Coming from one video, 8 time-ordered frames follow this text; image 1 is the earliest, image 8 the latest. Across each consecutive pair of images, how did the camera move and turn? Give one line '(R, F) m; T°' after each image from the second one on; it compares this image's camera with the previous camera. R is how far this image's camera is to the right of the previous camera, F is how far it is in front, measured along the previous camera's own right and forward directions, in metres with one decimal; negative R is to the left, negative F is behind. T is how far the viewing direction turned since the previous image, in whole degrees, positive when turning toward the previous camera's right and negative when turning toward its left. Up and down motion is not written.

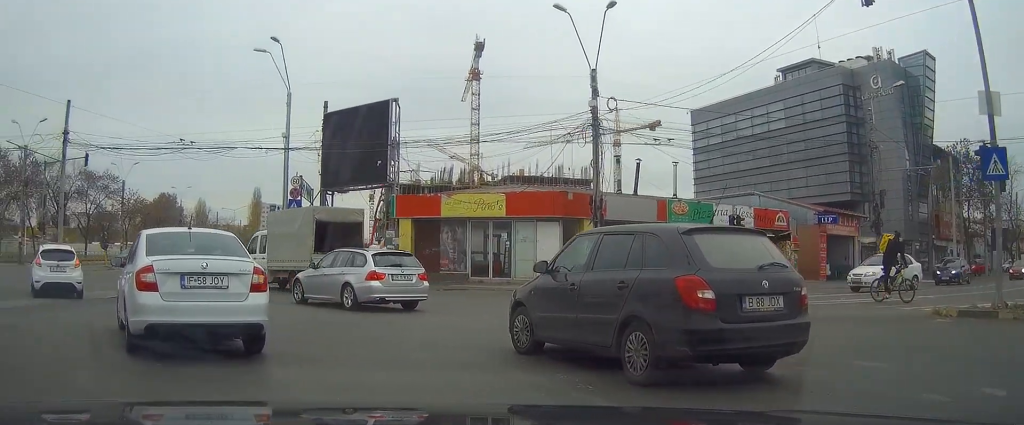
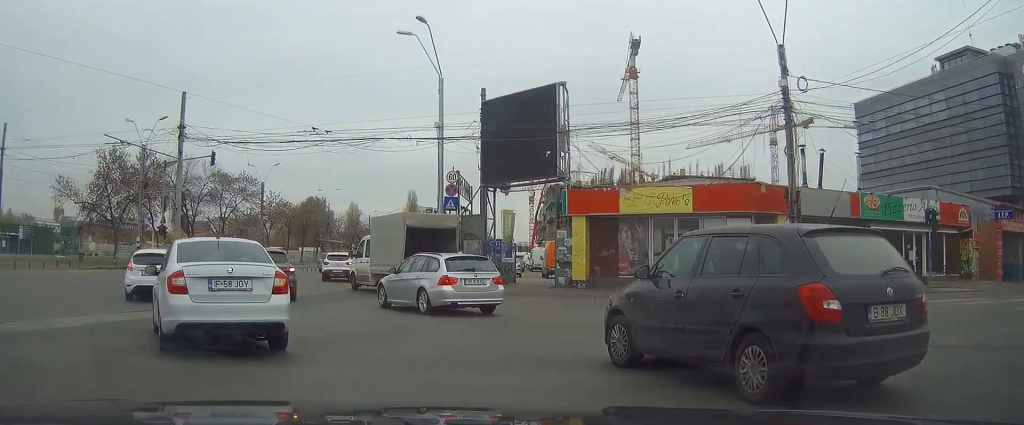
(-0.5, +3.7) m; -15°
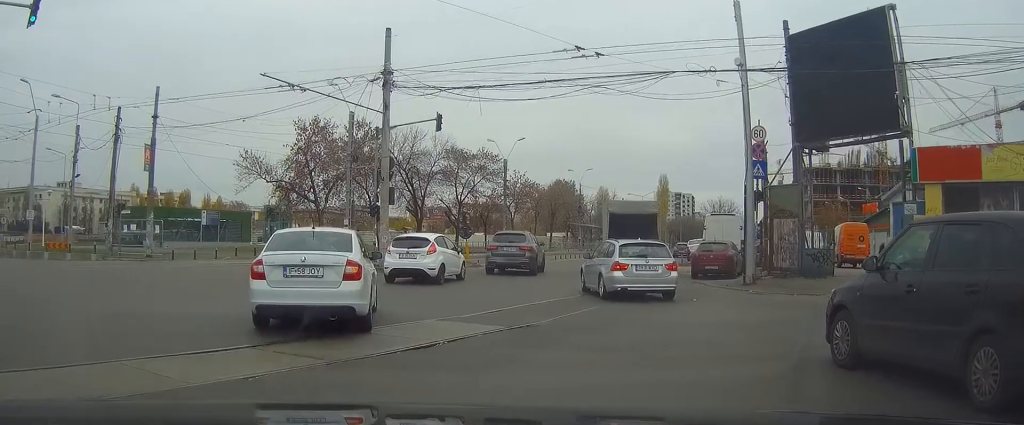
(-1.8, +7.9) m; -20°
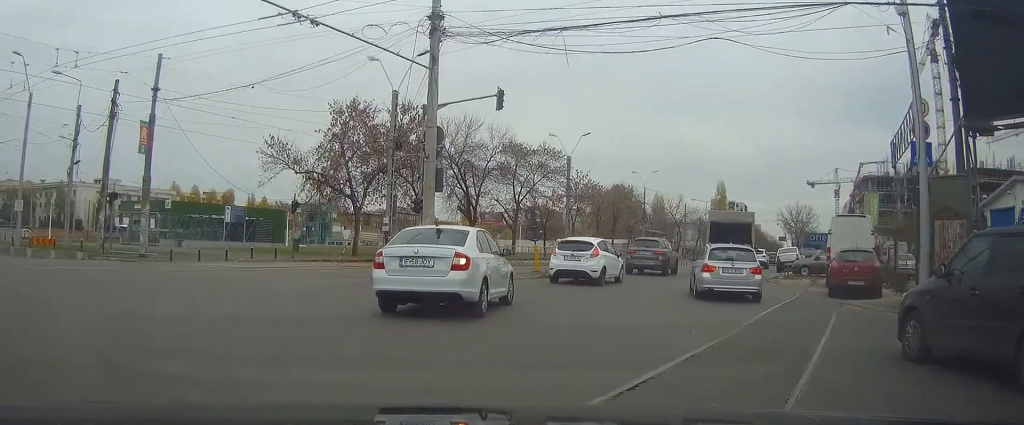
(-0.3, +6.6) m; -3°
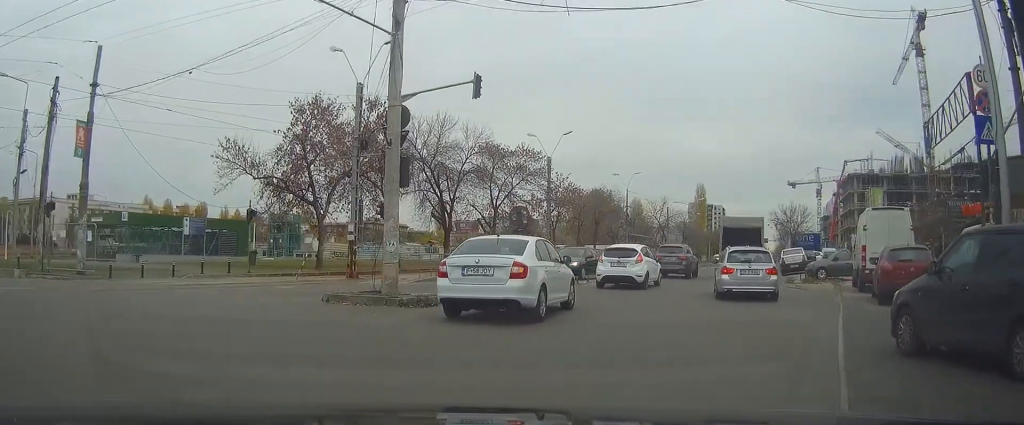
(-0.2, +3.8) m; +5°
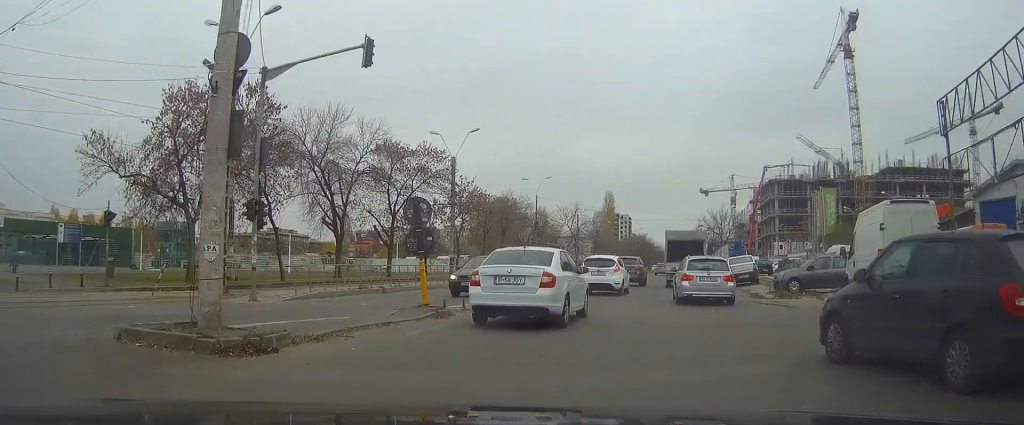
(+0.5, +5.4) m; +10°
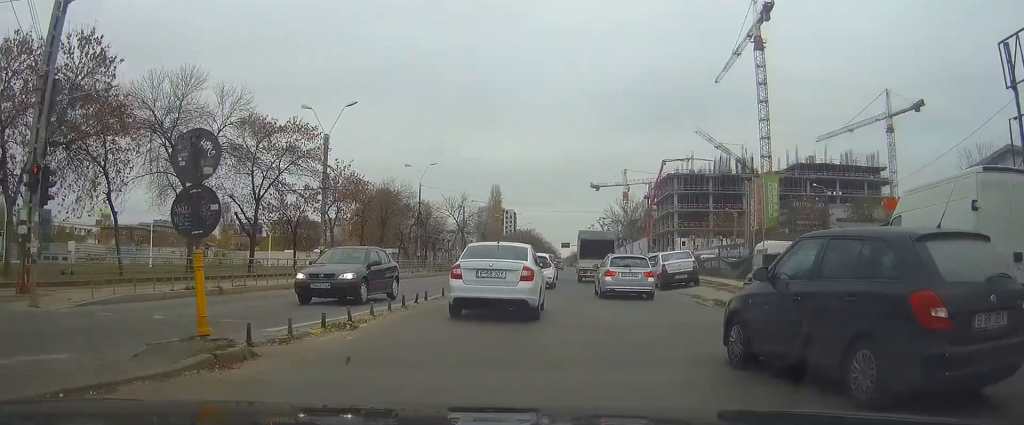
(+0.8, +6.6) m; +12°
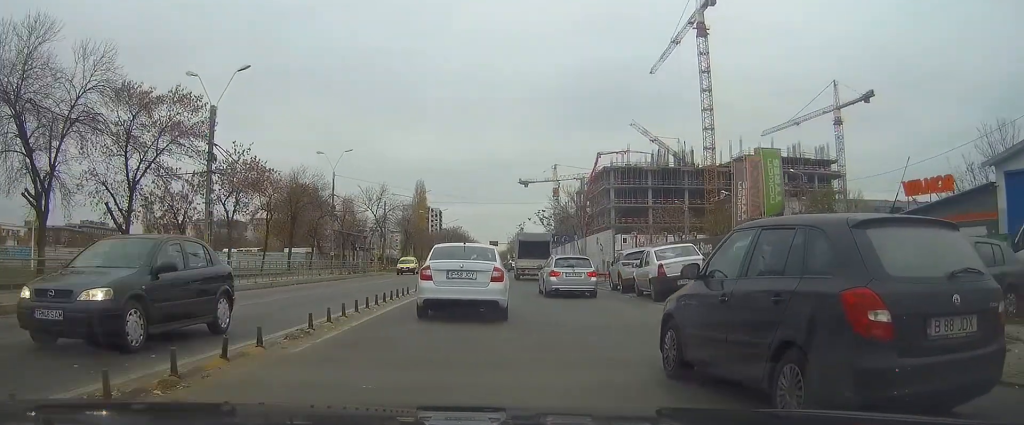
(+0.9, +8.3) m; +9°
